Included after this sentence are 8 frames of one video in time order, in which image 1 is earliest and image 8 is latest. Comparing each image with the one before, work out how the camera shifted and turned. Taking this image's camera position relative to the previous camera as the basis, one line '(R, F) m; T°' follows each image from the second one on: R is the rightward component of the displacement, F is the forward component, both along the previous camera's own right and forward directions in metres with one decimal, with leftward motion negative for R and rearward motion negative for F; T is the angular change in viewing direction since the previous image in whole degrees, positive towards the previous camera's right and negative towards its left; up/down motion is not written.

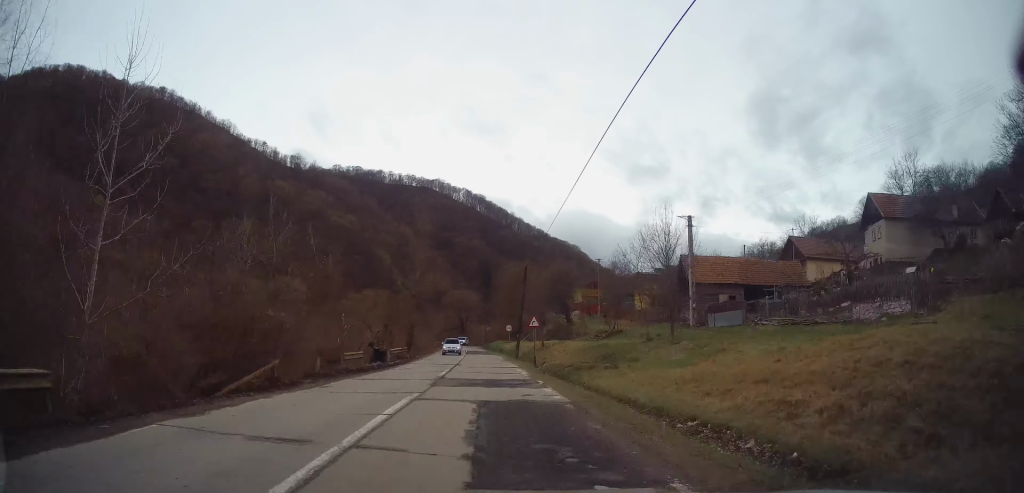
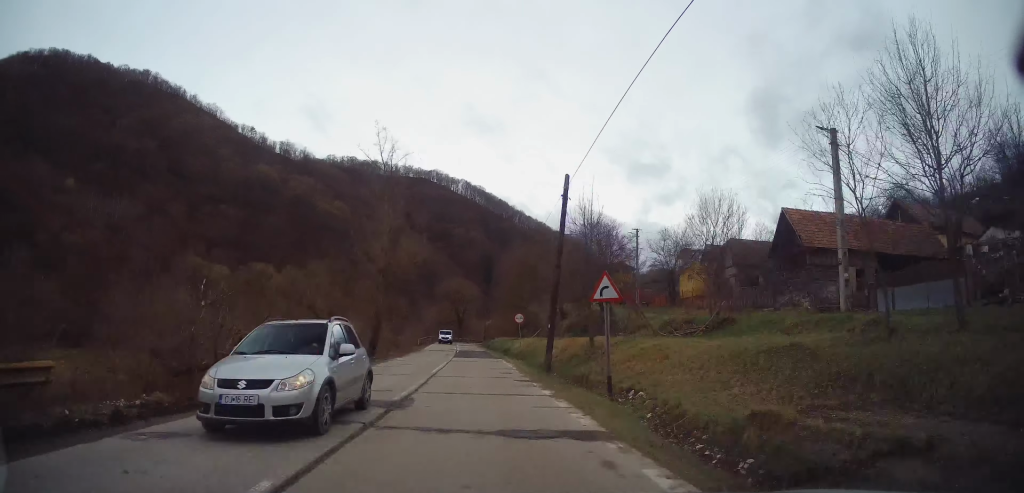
(0.0, +20.4) m; 0°
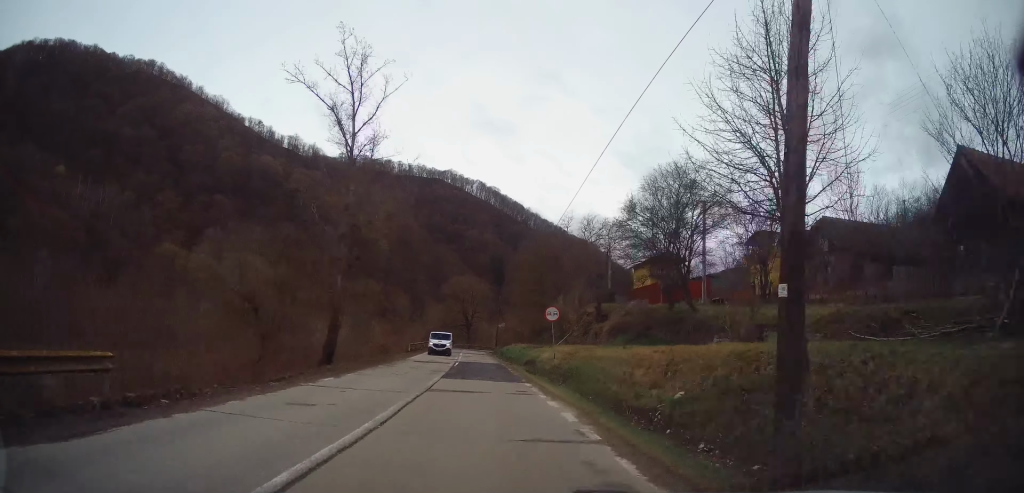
(0.0, +15.4) m; 0°
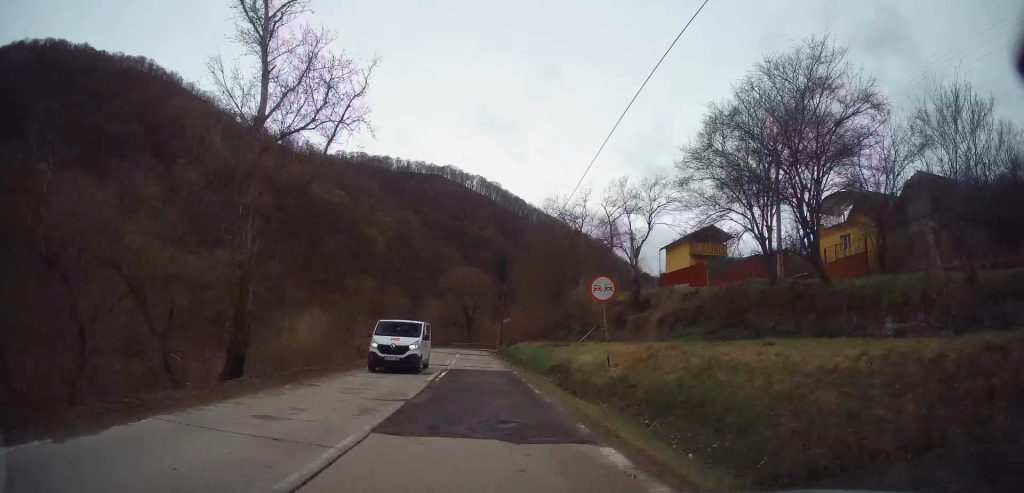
(0.0, +11.6) m; -1°
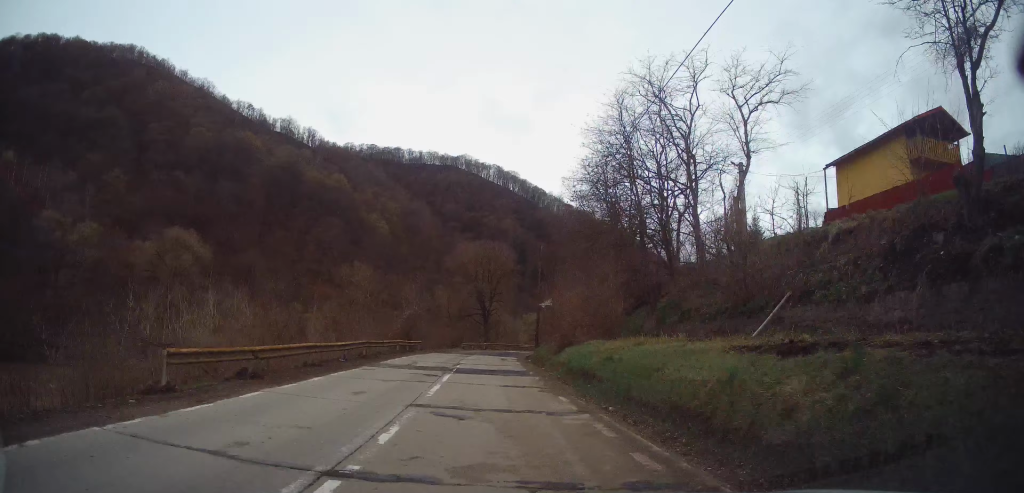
(-0.6, +26.6) m; -3°
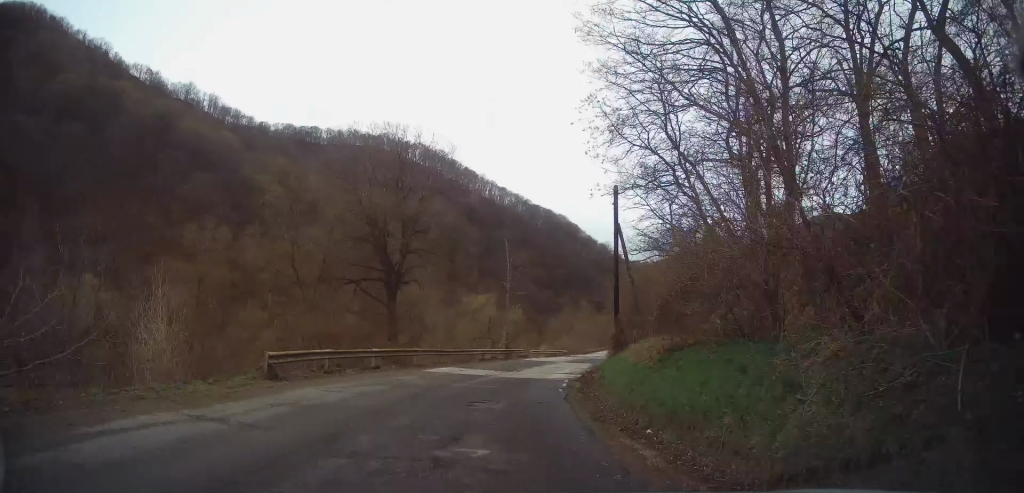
(+2.2, +42.7) m; +10°
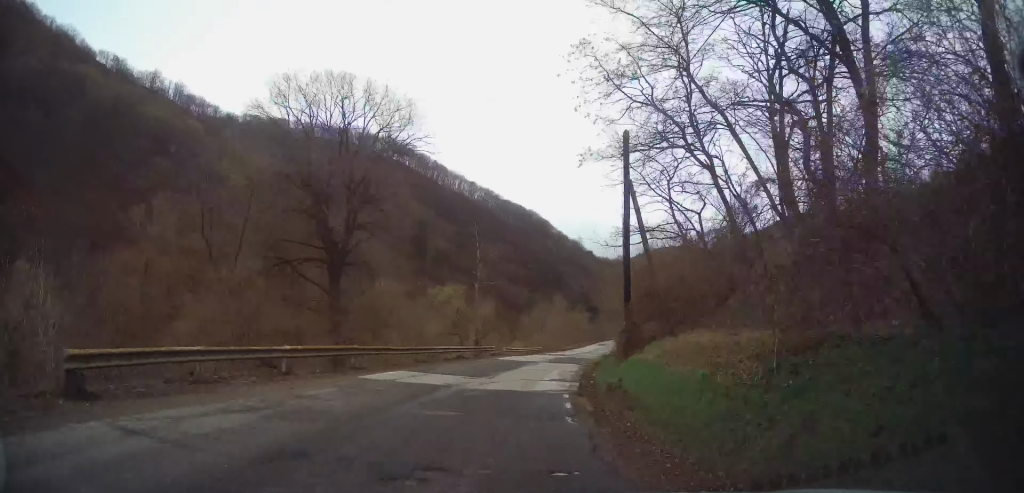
(-0.1, +6.8) m; +2°
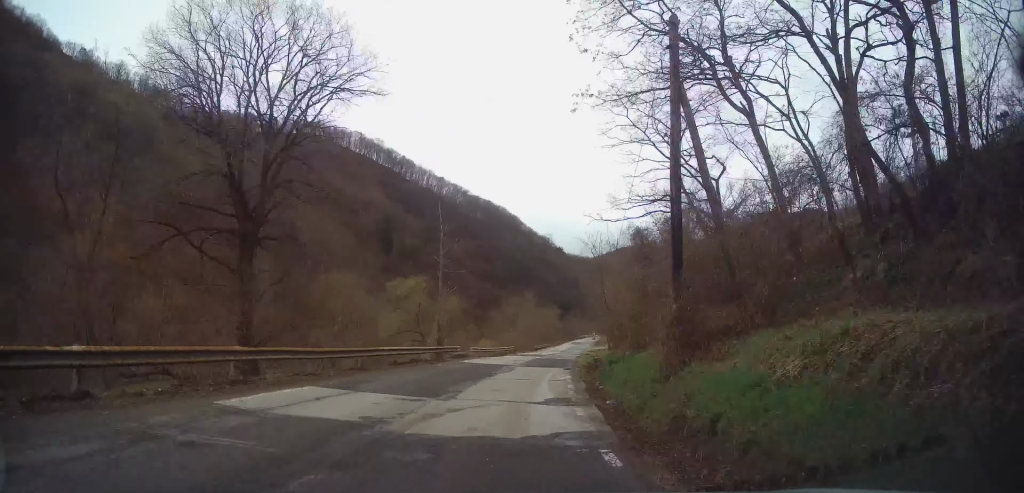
(+0.5, +7.3) m; +3°
